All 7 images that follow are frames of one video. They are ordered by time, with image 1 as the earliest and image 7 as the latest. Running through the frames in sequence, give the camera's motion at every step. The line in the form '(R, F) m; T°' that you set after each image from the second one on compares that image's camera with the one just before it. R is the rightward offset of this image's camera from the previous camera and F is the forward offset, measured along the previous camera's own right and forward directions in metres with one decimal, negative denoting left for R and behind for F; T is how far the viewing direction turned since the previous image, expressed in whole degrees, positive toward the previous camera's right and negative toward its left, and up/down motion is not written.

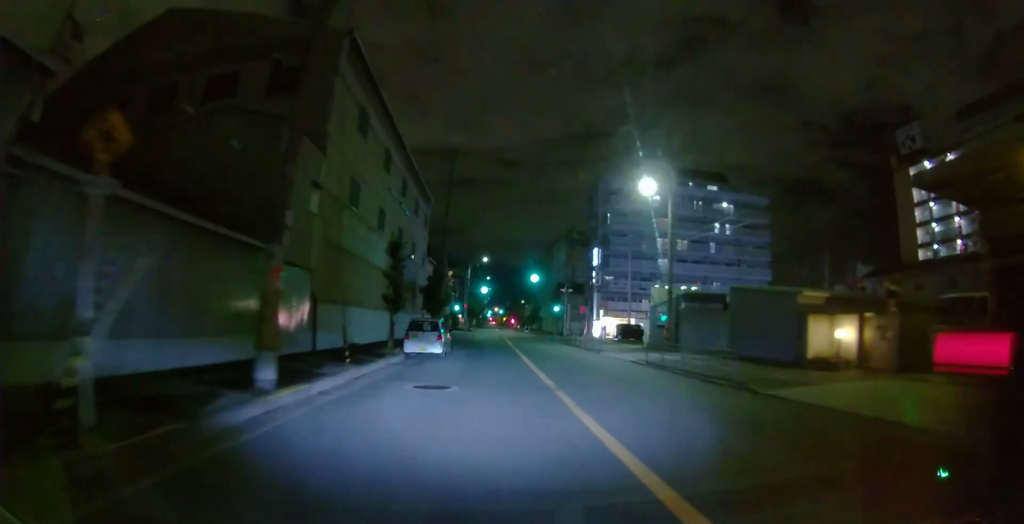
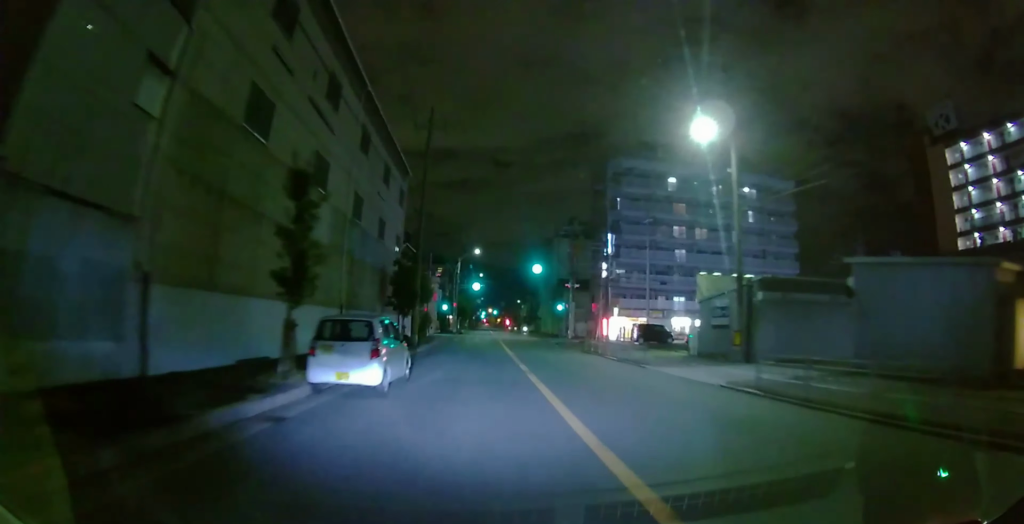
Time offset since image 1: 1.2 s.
(-0.1, +9.5) m; 0°
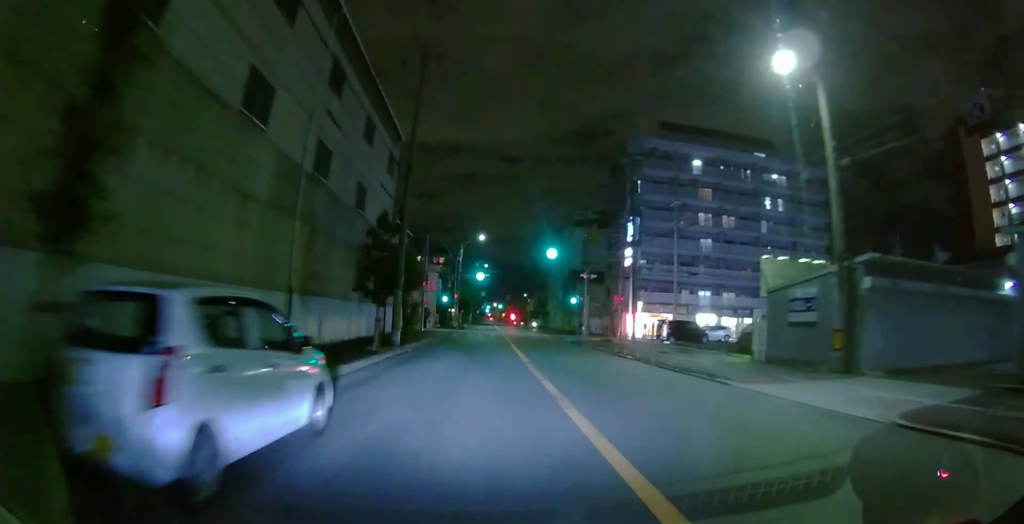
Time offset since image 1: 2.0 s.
(0.0, +6.4) m; 0°
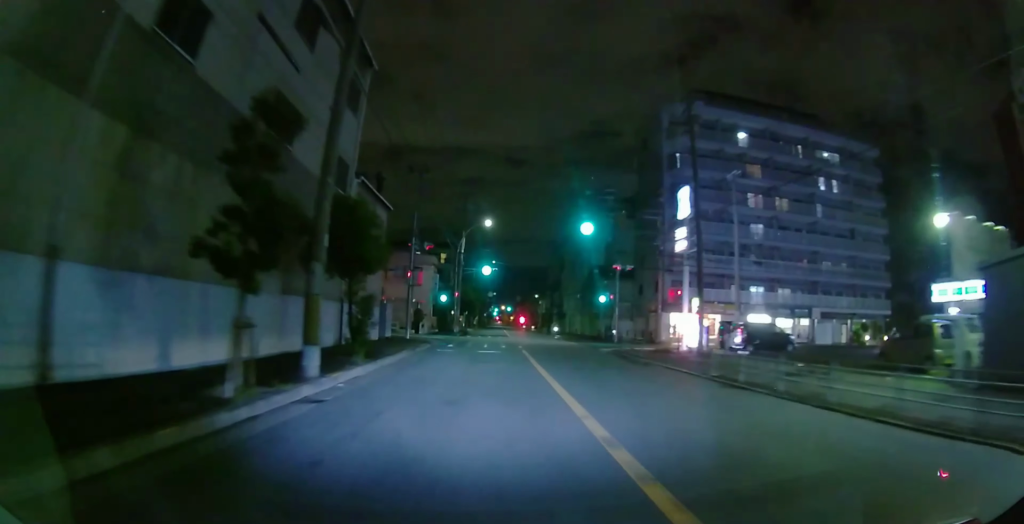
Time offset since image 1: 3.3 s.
(0.0, +10.7) m; 0°
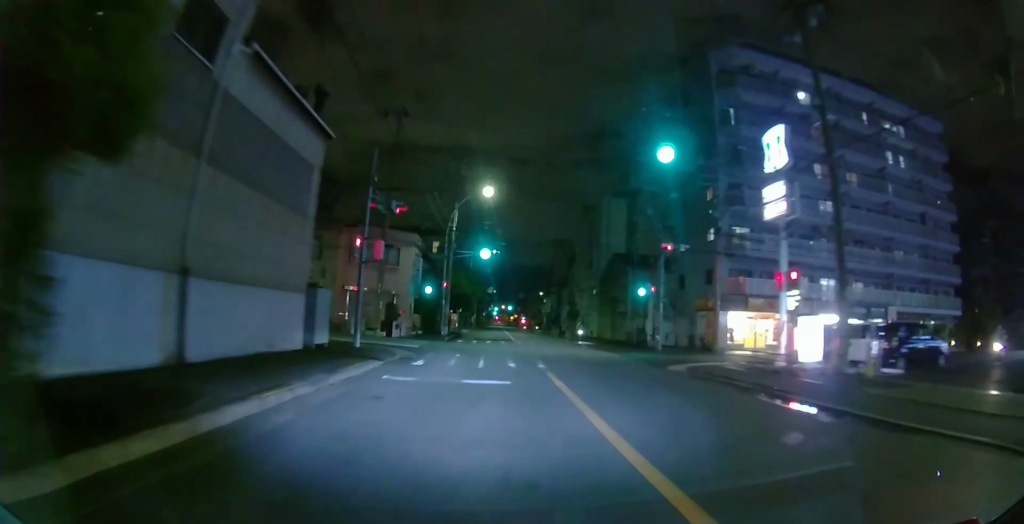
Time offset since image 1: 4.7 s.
(0.0, +11.8) m; 0°
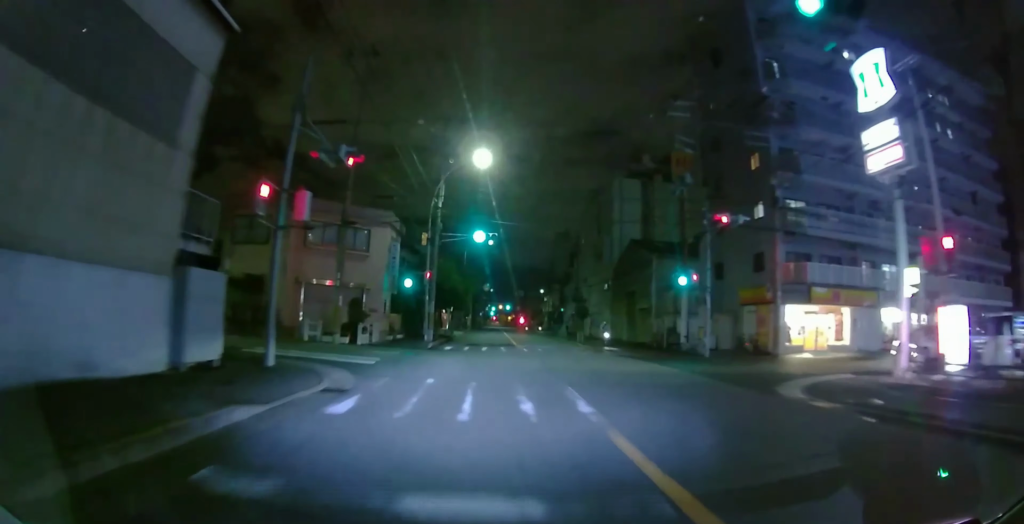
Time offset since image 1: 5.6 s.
(0.0, +7.6) m; 0°
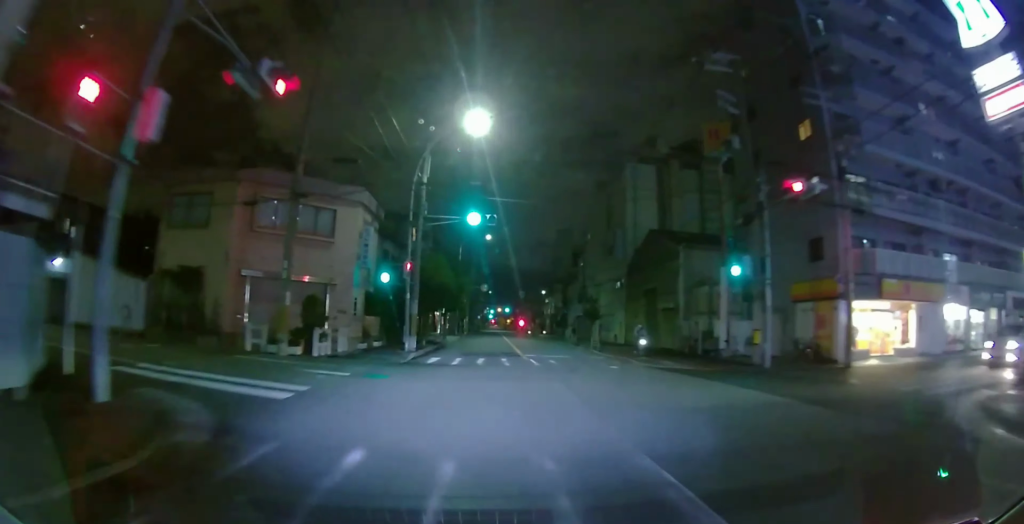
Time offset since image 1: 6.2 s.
(0.0, +6.0) m; 0°
